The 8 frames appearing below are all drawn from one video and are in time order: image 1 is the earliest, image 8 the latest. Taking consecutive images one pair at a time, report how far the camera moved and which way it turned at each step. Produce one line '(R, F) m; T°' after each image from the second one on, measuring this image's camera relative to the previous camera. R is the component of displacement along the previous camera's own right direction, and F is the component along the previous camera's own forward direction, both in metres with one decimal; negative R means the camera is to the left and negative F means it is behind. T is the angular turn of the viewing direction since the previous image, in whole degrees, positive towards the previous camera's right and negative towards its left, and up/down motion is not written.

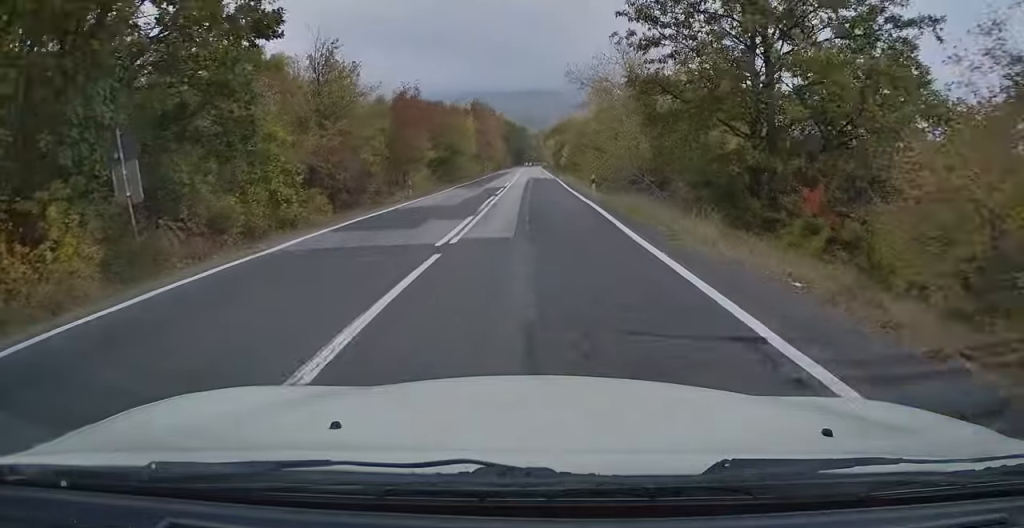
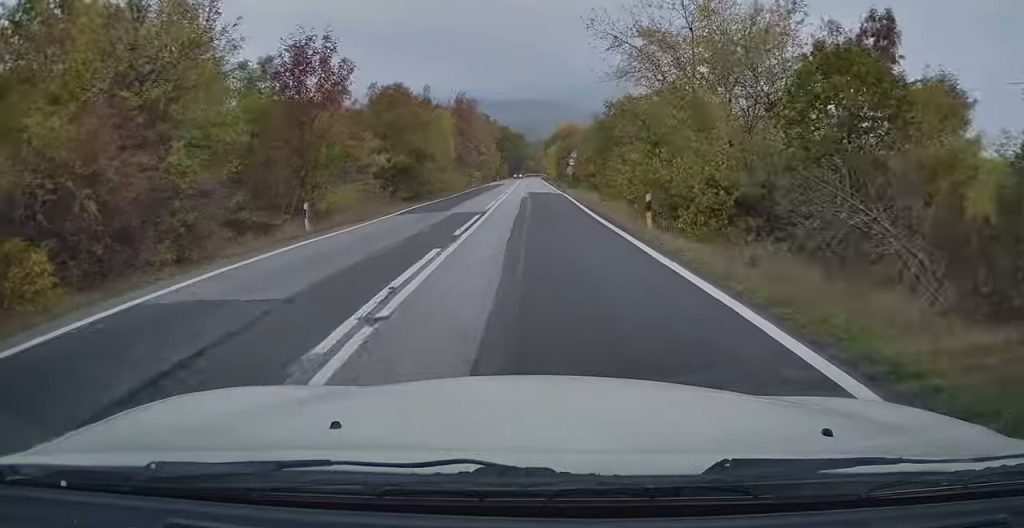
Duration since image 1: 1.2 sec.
(+0.4, +14.6) m; 0°
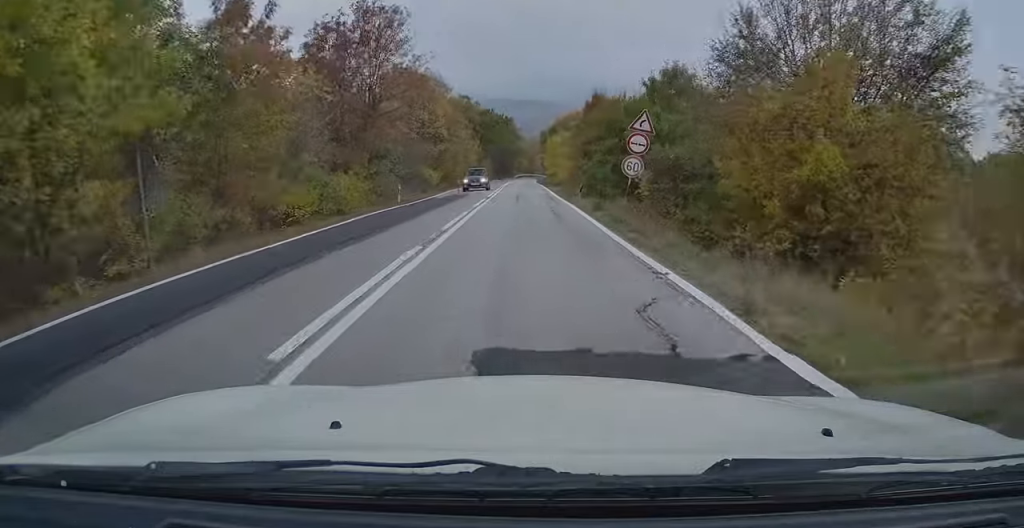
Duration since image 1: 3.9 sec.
(-0.4, +35.4) m; 0°
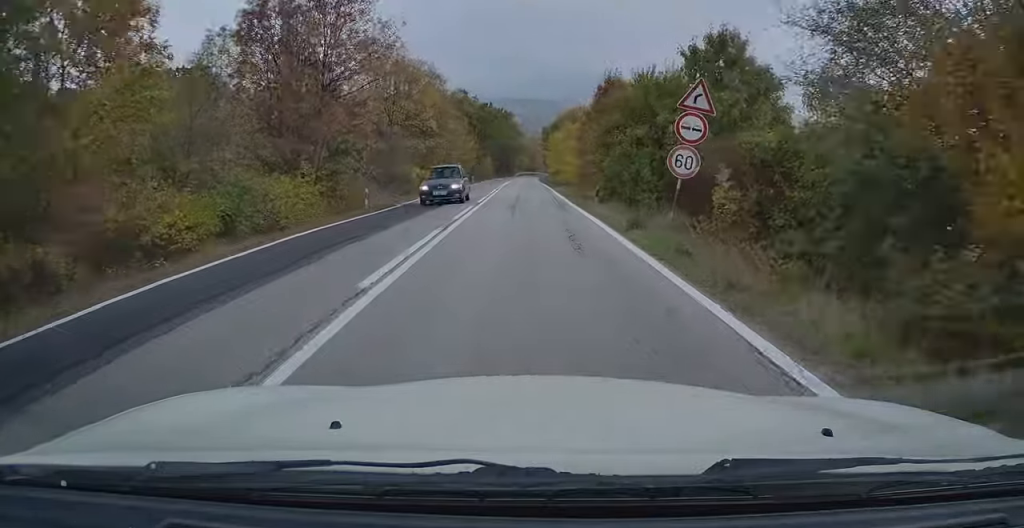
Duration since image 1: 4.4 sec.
(0.0, +6.7) m; 0°
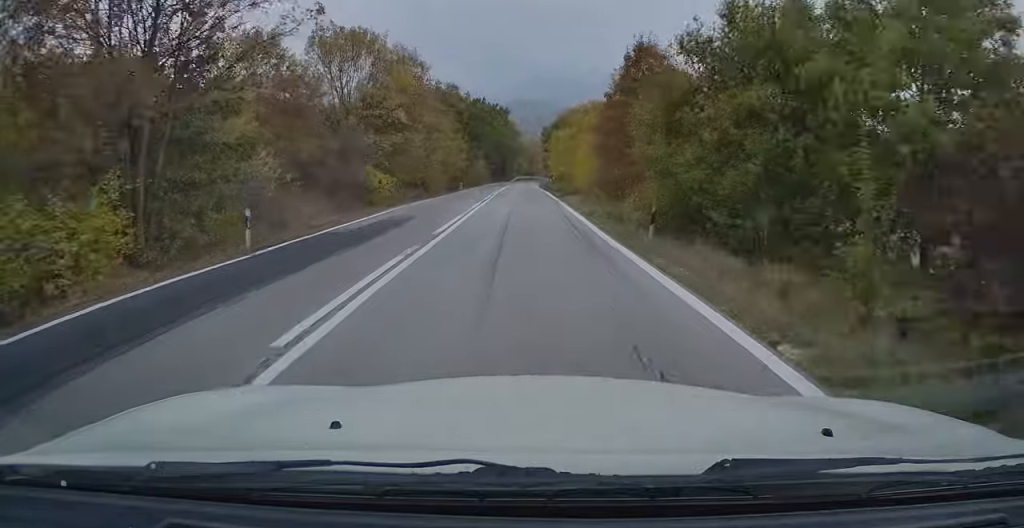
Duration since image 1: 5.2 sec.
(0.0, +10.7) m; 0°
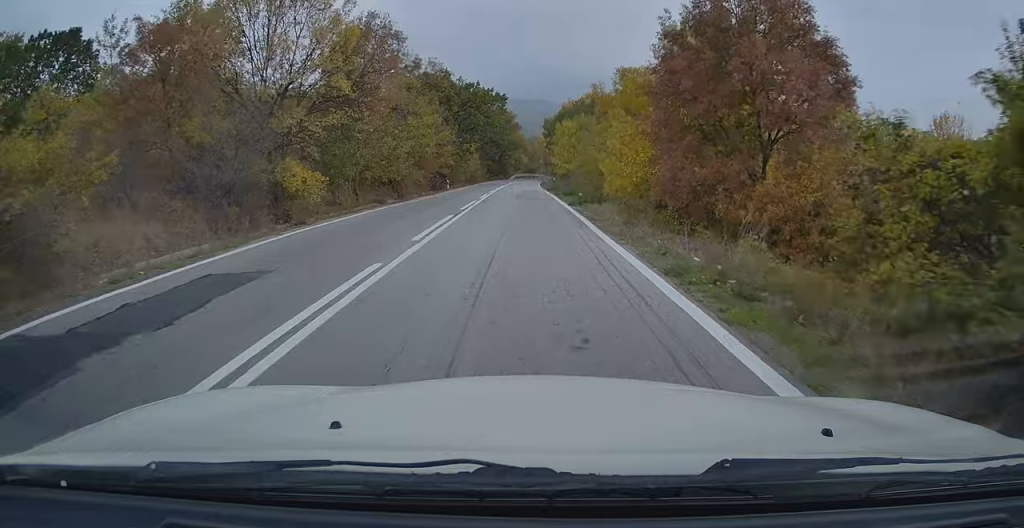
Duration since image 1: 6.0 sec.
(0.0, +11.2) m; 0°
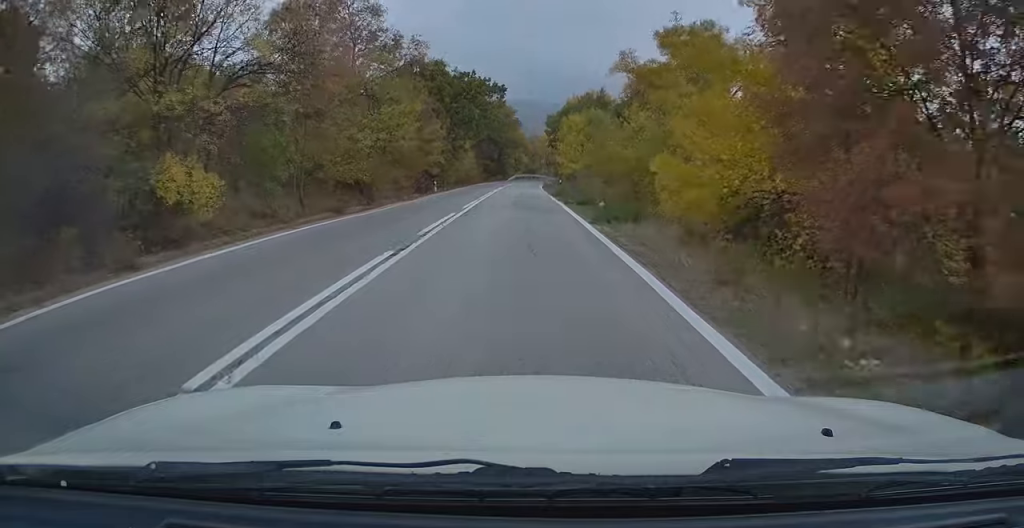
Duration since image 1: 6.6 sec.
(0.0, +7.7) m; 0°
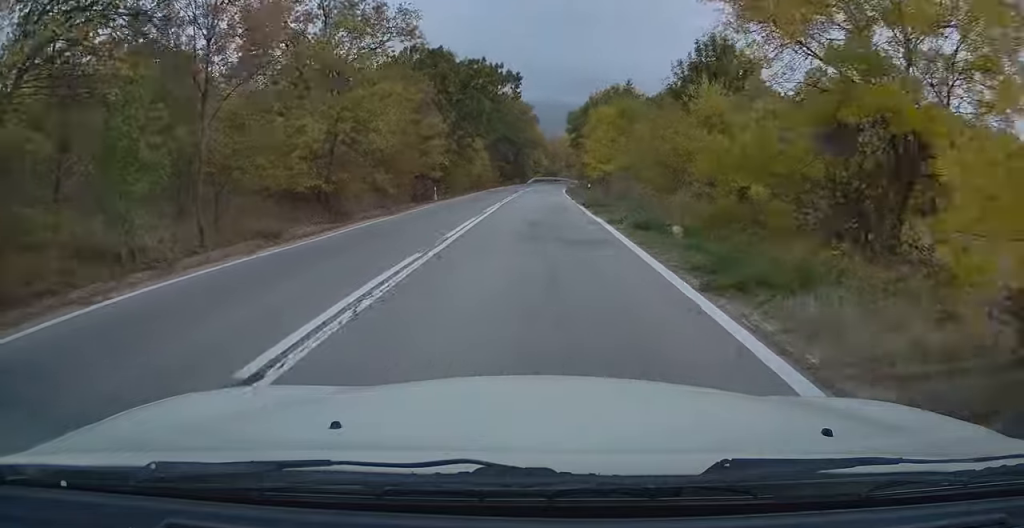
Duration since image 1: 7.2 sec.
(0.0, +8.6) m; 0°
